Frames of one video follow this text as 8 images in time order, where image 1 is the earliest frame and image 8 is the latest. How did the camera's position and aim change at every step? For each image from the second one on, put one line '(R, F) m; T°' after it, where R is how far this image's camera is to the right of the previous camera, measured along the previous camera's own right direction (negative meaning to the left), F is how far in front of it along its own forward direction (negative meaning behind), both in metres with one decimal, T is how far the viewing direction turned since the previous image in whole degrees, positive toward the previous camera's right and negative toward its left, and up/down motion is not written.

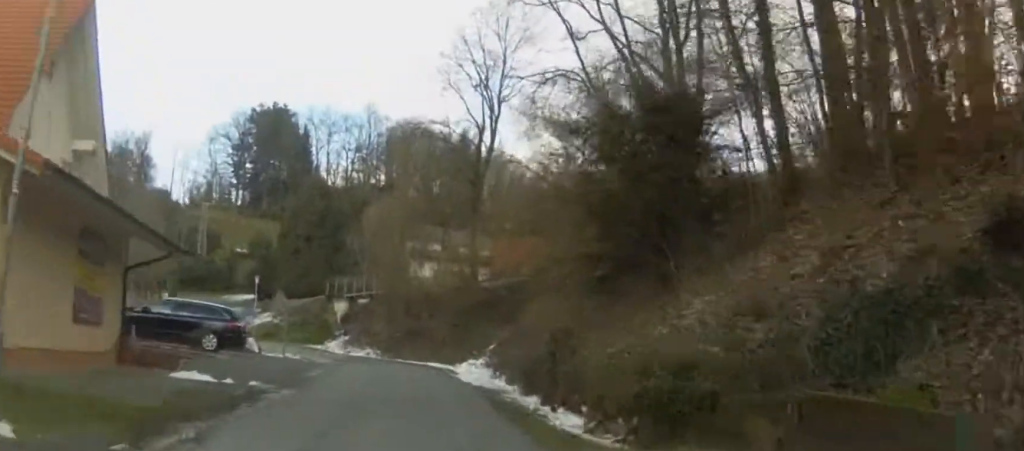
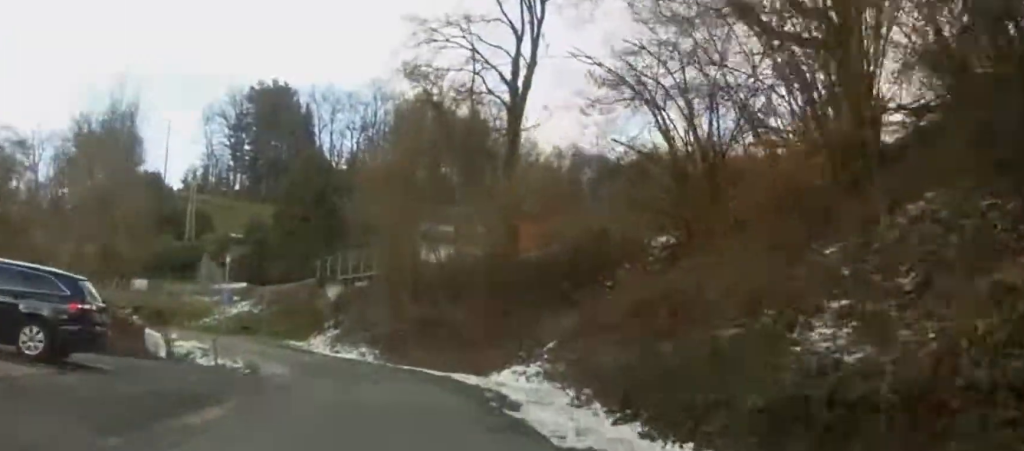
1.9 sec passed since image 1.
(+1.5, +12.8) m; +11°
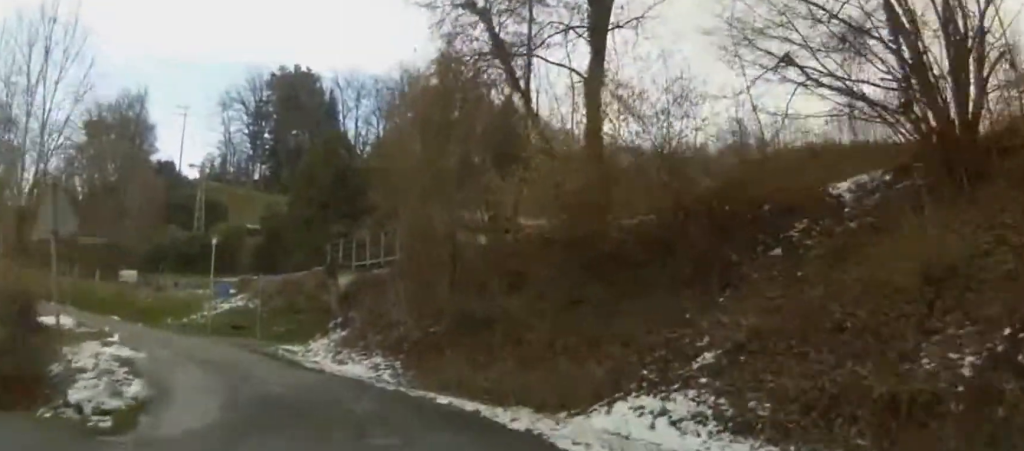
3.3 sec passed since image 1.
(+1.0, +9.2) m; -11°
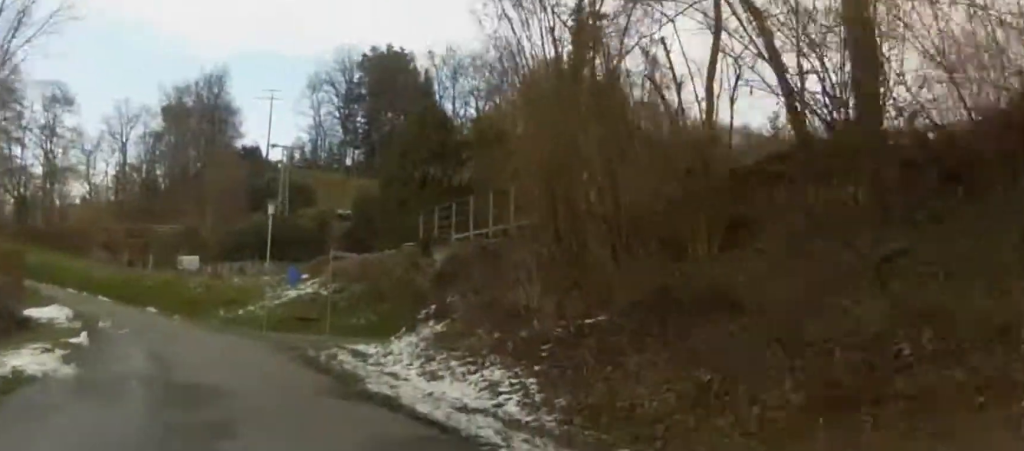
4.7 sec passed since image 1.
(-1.6, +9.3) m; -11°
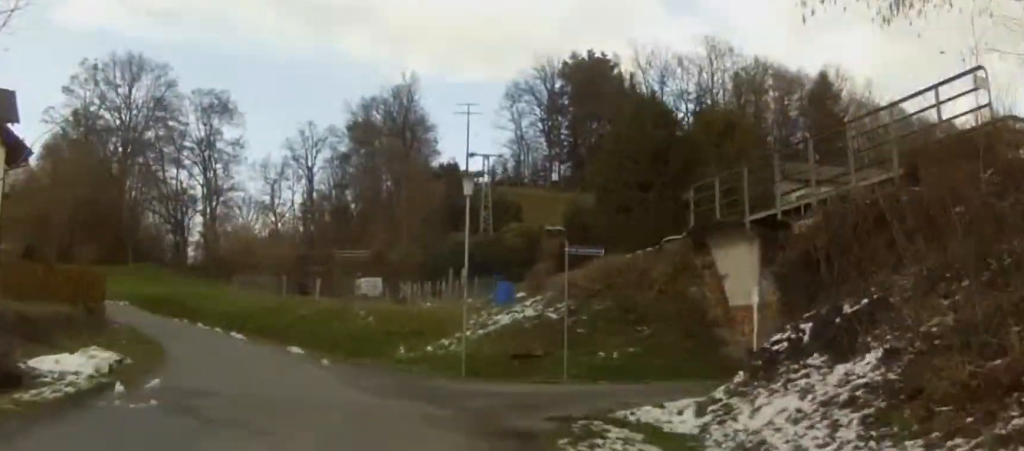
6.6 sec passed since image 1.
(-1.9, +12.9) m; -7°
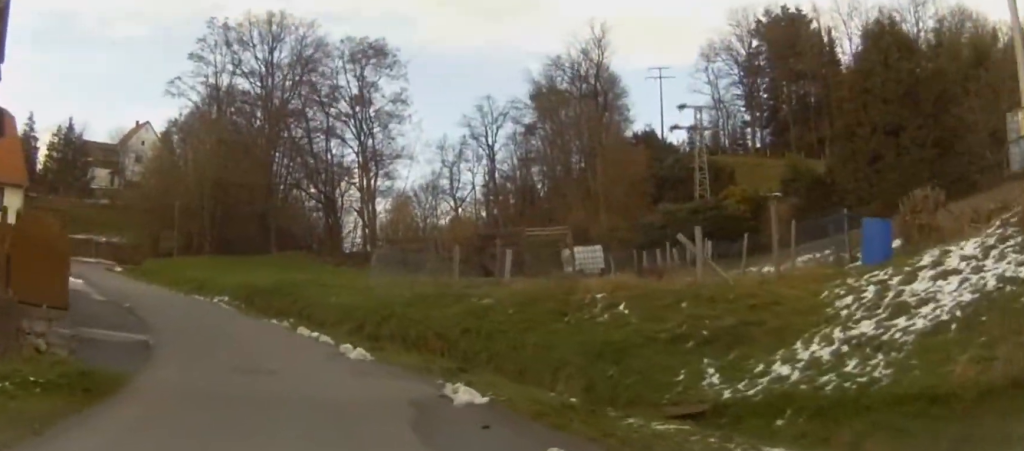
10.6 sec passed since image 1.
(-0.1, +21.0) m; -6°
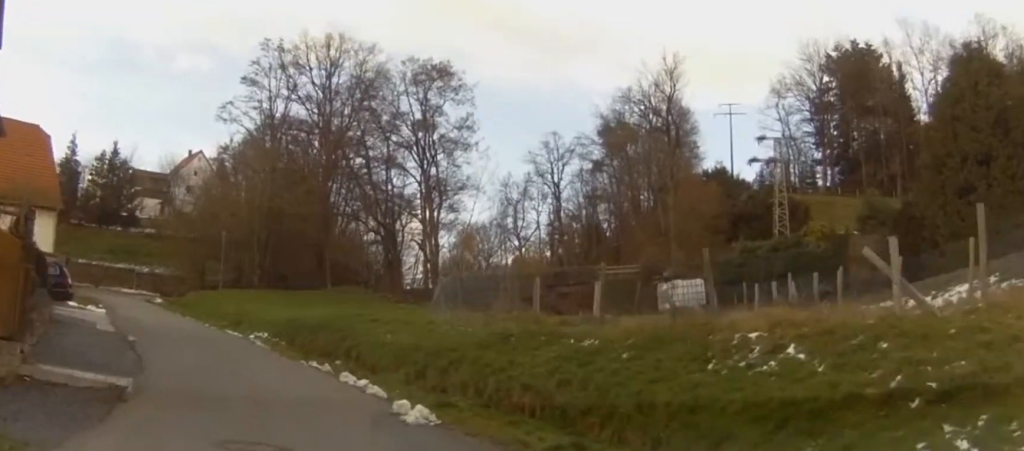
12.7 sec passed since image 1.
(-0.6, +8.4) m; -9°
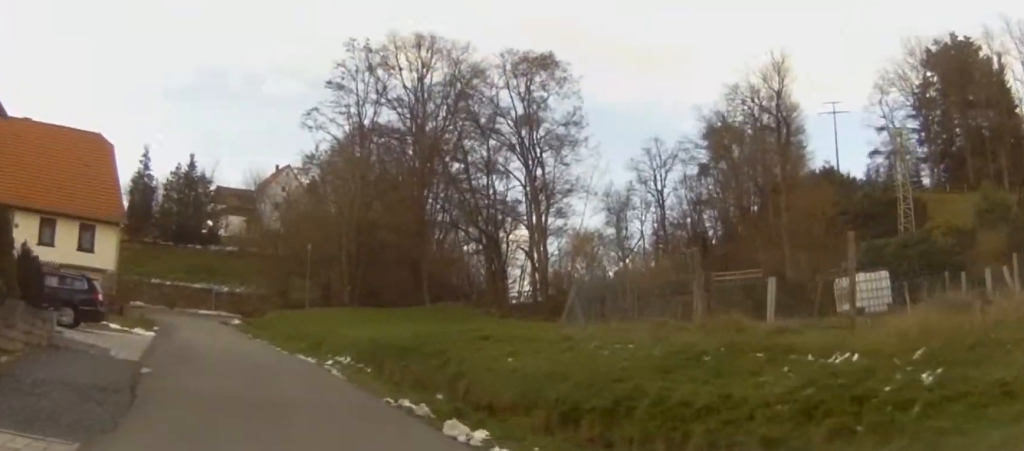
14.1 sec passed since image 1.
(-0.4, +6.3) m; -6°
